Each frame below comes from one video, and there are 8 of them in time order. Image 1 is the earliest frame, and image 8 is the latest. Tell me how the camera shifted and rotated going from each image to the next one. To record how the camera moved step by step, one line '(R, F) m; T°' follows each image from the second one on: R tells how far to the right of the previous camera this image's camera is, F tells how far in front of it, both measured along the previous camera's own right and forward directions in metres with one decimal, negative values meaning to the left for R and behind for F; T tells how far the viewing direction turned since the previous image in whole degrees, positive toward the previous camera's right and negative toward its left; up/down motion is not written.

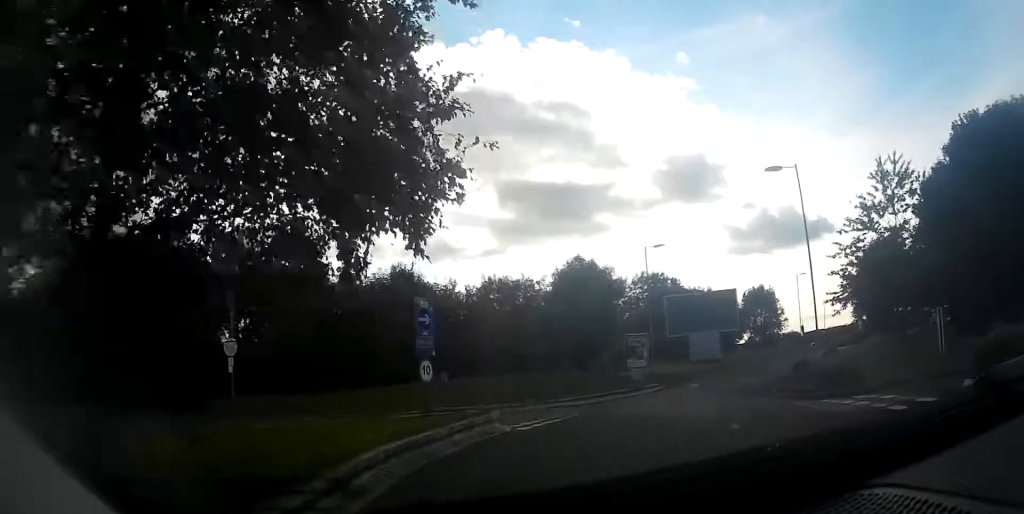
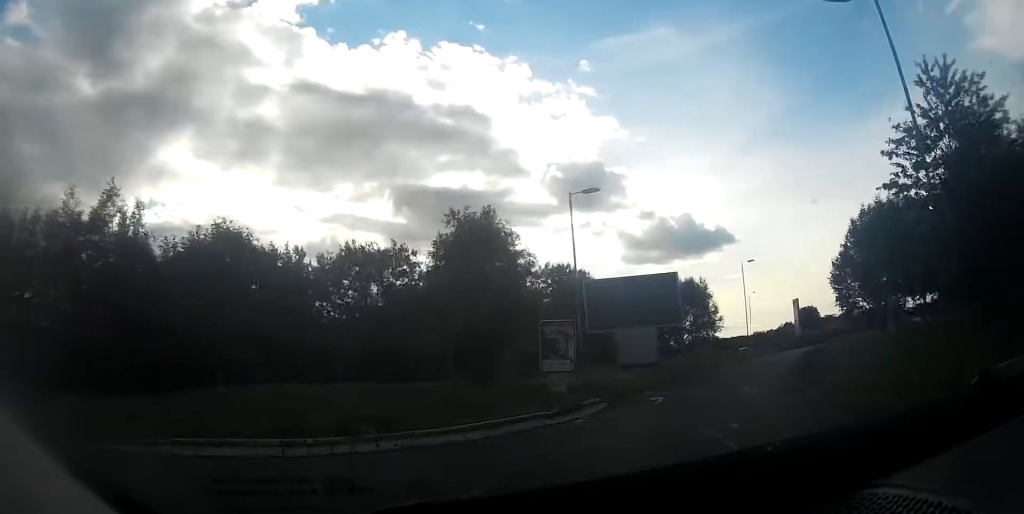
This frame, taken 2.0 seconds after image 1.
(+1.1, +13.1) m; +12°
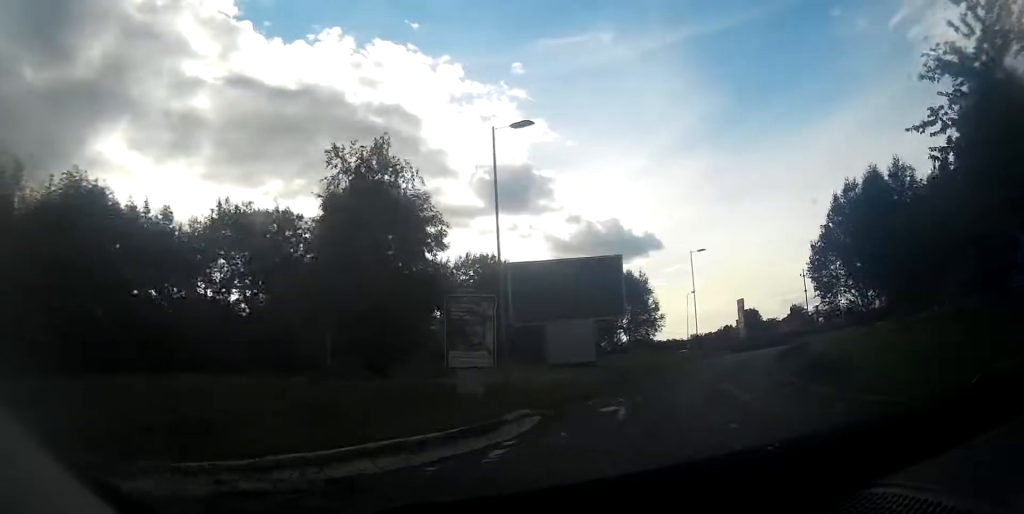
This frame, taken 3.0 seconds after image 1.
(+0.4, +6.9) m; +8°
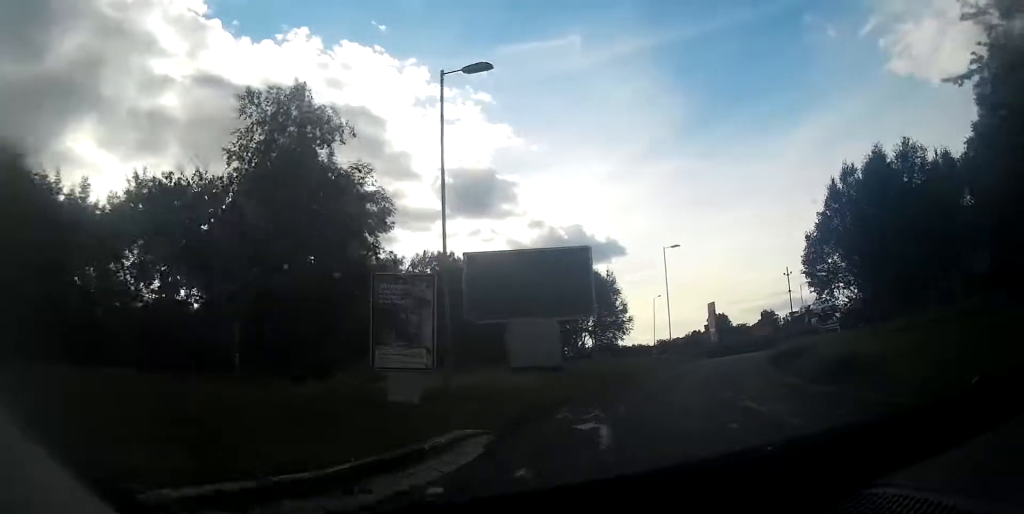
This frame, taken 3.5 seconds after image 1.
(0.0, +3.8) m; +6°
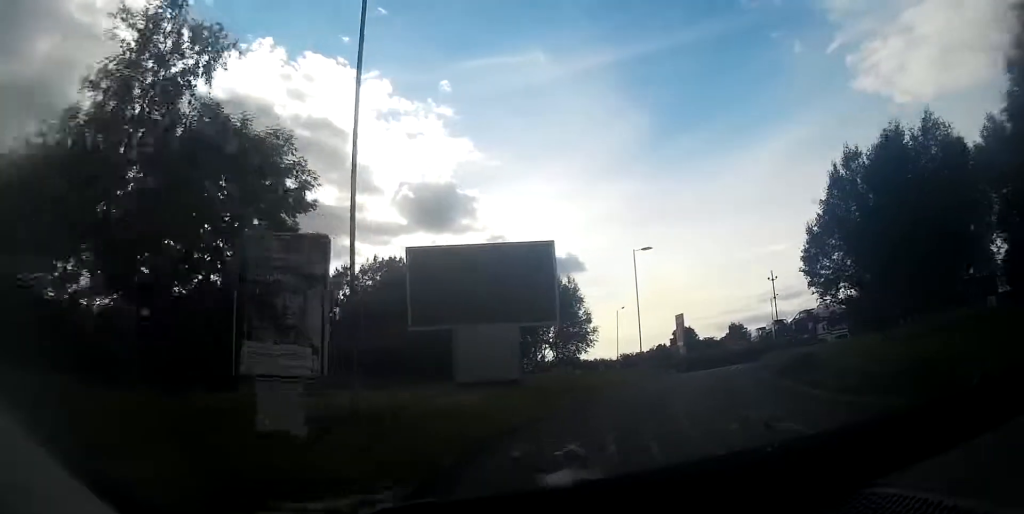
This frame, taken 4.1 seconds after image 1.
(+0.3, +4.4) m; +5°
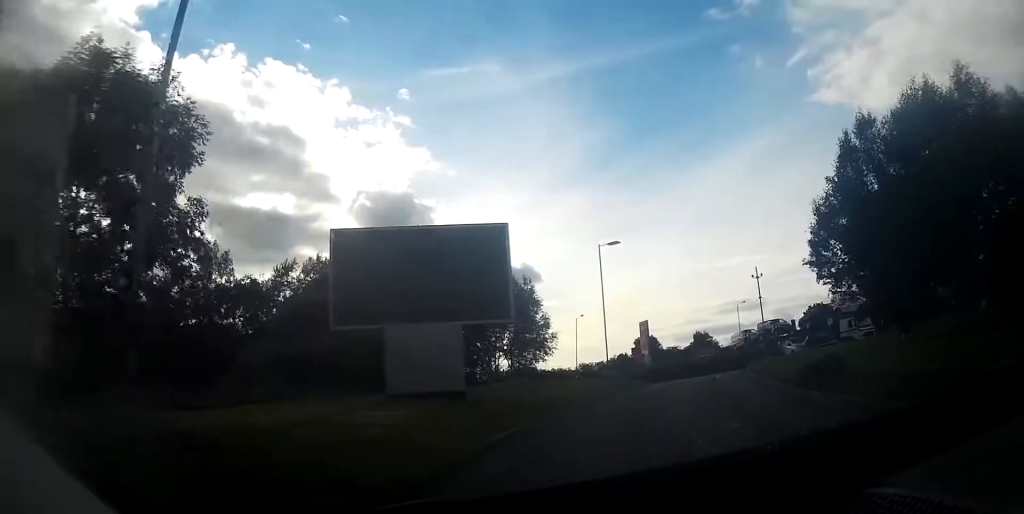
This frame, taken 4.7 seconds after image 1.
(+0.3, +4.7) m; +5°
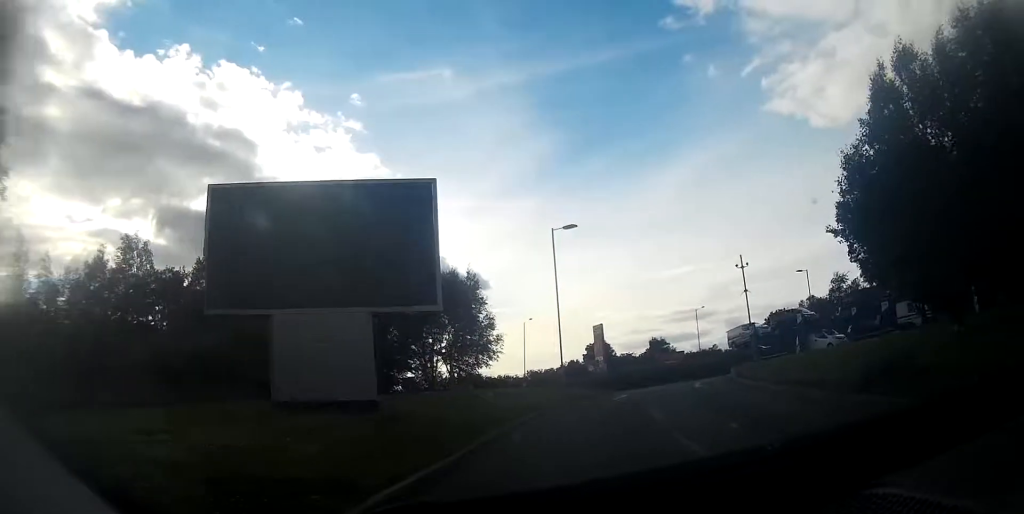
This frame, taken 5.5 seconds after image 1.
(+0.1, +5.7) m; +4°
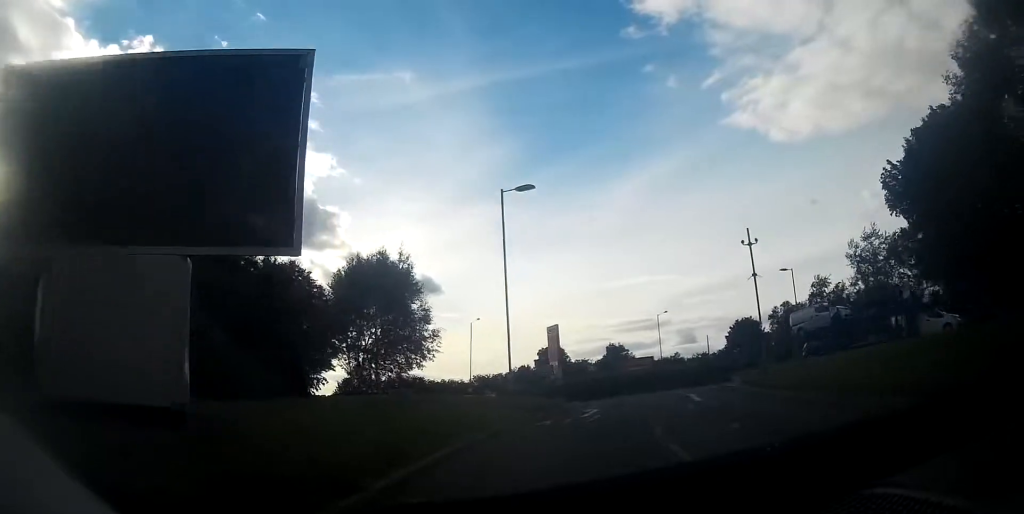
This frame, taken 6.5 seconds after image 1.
(+0.5, +7.2) m; +3°
